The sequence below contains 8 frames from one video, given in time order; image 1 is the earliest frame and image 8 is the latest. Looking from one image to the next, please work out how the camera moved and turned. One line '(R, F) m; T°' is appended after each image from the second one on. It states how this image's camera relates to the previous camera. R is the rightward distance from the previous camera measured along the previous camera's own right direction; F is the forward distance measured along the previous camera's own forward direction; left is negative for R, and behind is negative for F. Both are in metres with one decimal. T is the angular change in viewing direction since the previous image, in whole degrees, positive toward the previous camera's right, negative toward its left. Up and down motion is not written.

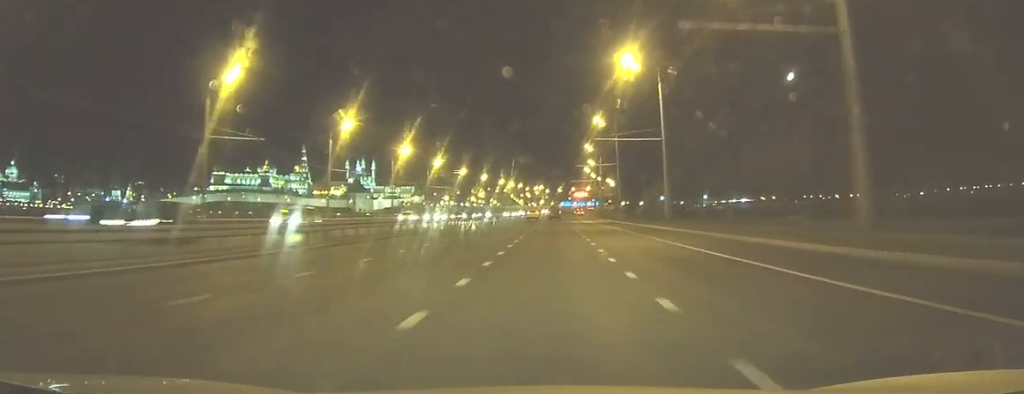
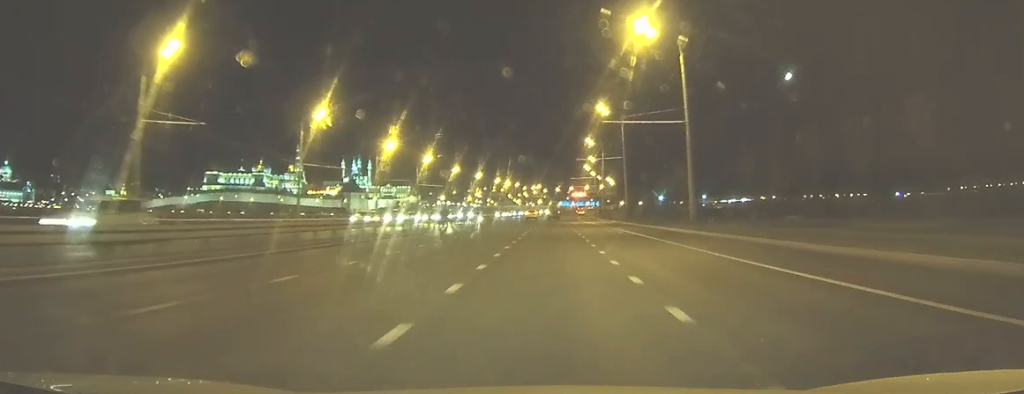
(0.0, +9.0) m; 0°
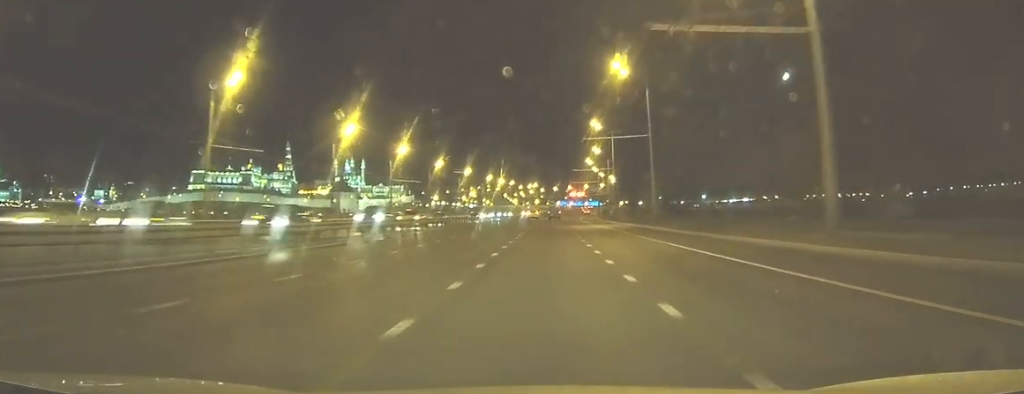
(0.0, +19.8) m; 0°
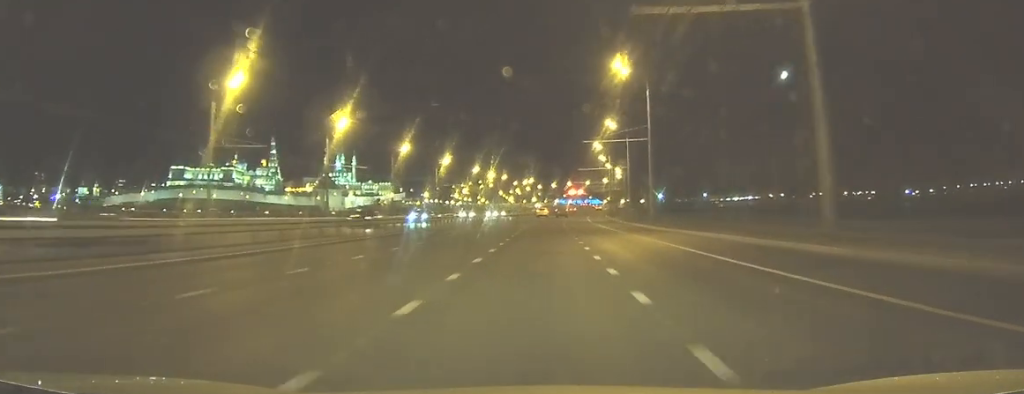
(+0.1, +31.3) m; 0°
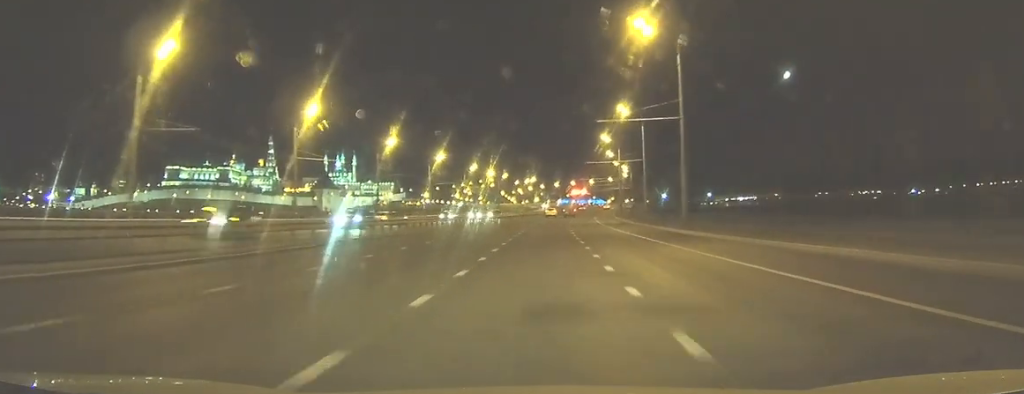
(0.0, +11.4) m; 0°
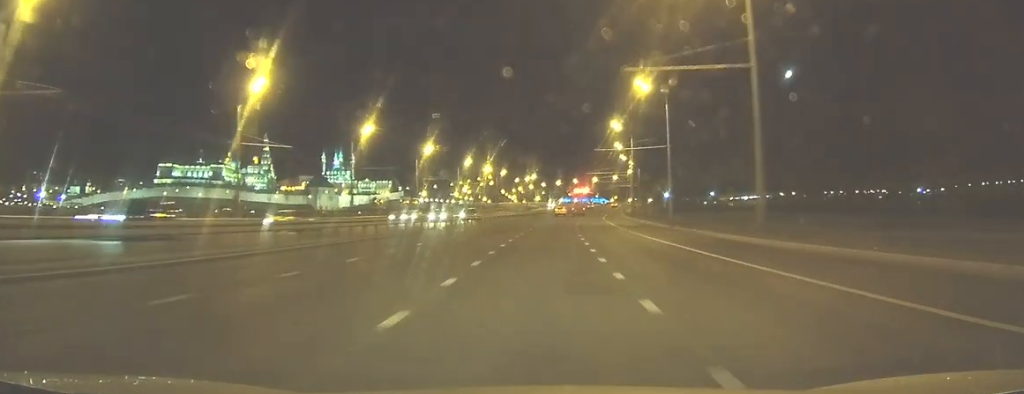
(0.0, +13.8) m; 0°
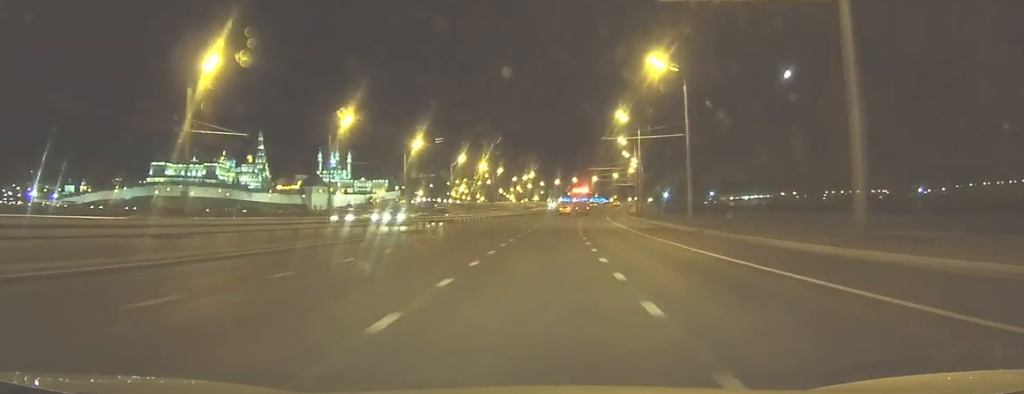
(0.0, +8.4) m; 0°
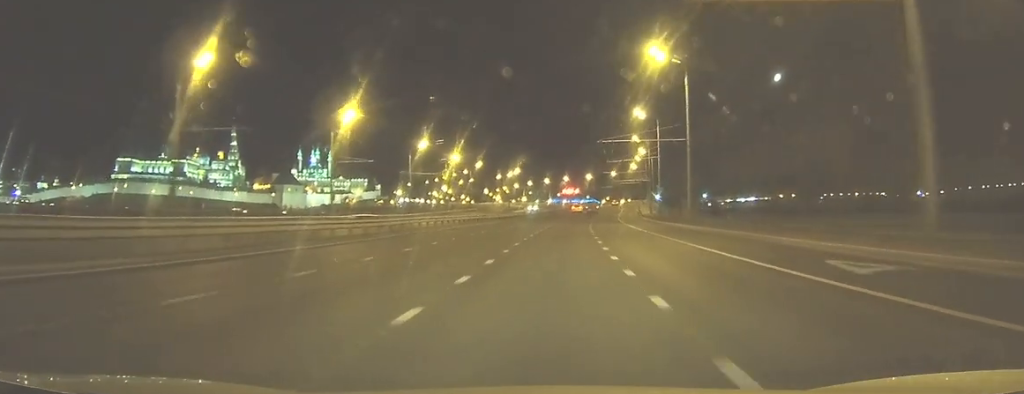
(+0.1, +31.9) m; +1°
